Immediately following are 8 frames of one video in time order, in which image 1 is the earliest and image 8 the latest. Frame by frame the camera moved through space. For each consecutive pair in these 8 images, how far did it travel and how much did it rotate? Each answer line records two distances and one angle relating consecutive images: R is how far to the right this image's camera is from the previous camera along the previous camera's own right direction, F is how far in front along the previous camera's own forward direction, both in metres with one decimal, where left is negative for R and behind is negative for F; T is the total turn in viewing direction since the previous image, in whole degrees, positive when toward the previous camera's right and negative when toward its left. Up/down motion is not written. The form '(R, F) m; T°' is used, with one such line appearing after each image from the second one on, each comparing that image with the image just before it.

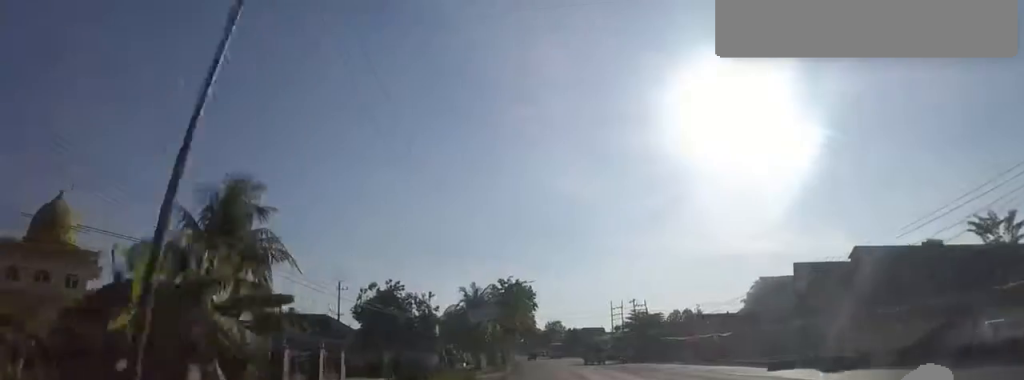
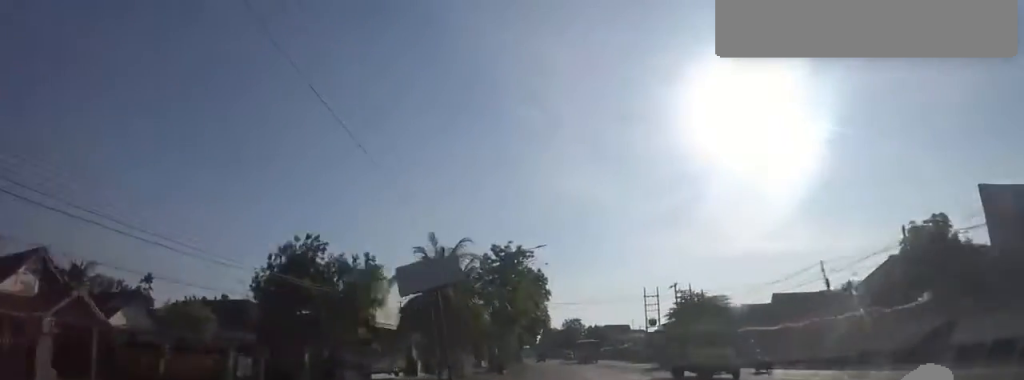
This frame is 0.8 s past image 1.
(-0.3, +18.4) m; -2°
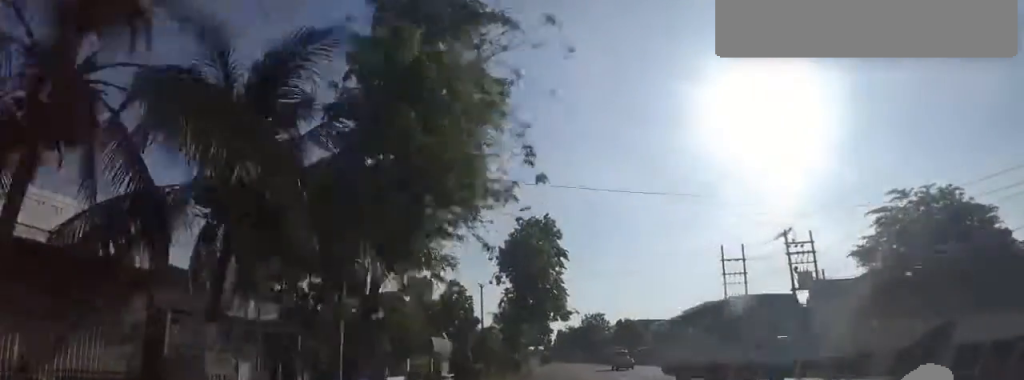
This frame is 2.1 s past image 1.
(-0.3, +28.4) m; 0°
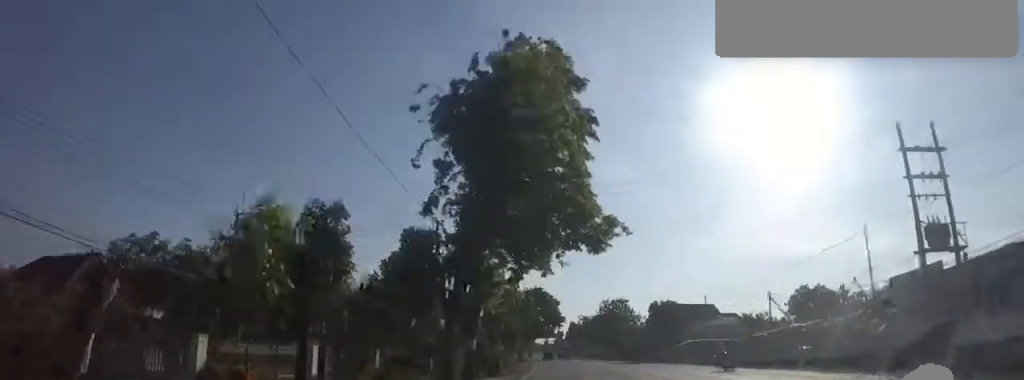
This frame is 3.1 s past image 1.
(-0.3, +23.8) m; -3°
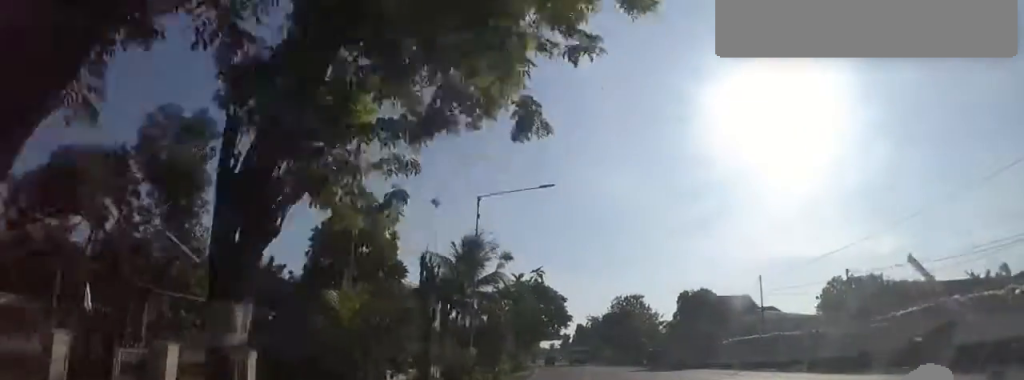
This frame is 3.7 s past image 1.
(-0.4, +13.3) m; -2°
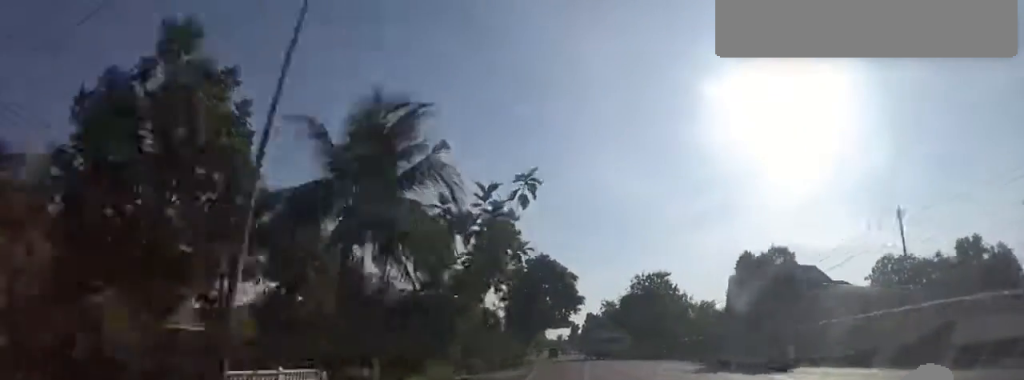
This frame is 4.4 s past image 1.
(0.0, +16.7) m; 0°
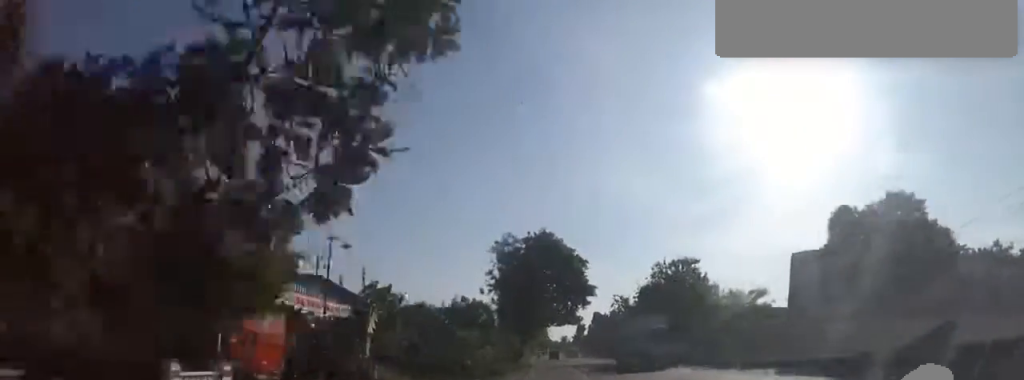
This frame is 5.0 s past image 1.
(0.0, +13.6) m; -1°
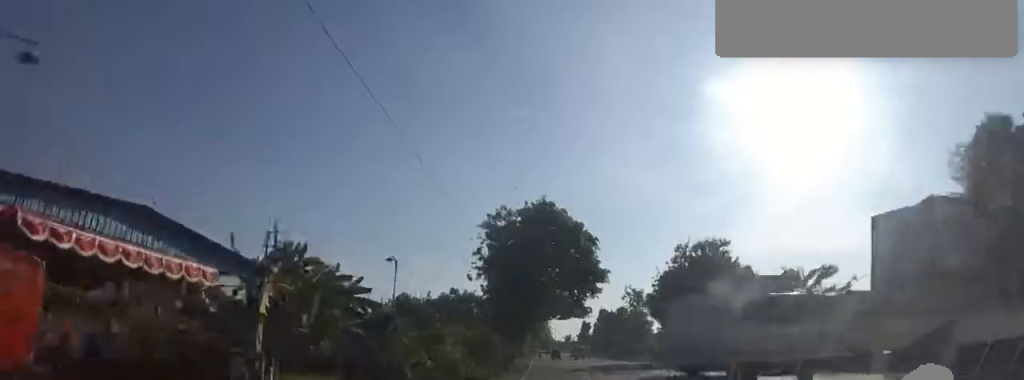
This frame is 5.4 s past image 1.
(+0.1, +10.4) m; -1°
